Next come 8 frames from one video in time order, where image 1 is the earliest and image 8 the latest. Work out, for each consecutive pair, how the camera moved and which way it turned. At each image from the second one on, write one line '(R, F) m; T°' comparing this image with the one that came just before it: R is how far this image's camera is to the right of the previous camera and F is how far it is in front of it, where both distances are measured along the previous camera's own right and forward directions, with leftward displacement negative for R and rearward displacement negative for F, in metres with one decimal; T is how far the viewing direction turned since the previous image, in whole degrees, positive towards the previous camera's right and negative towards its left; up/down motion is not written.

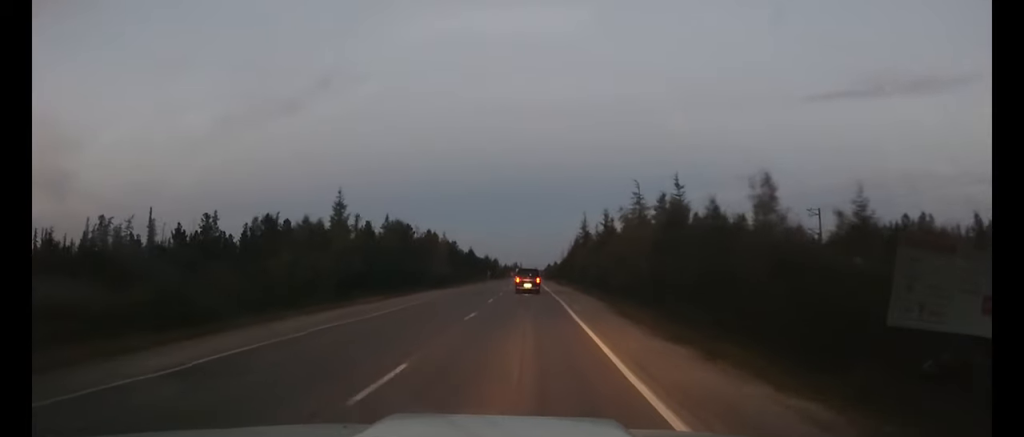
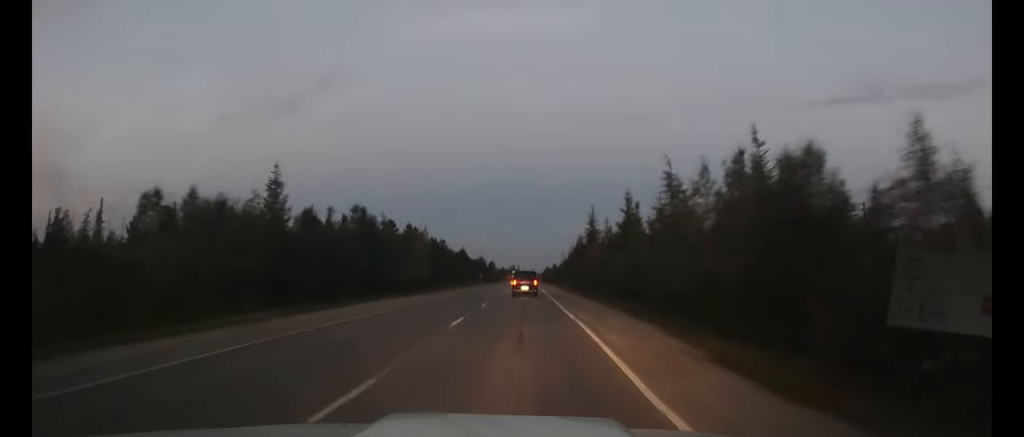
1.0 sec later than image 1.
(0.0, +13.2) m; 0°
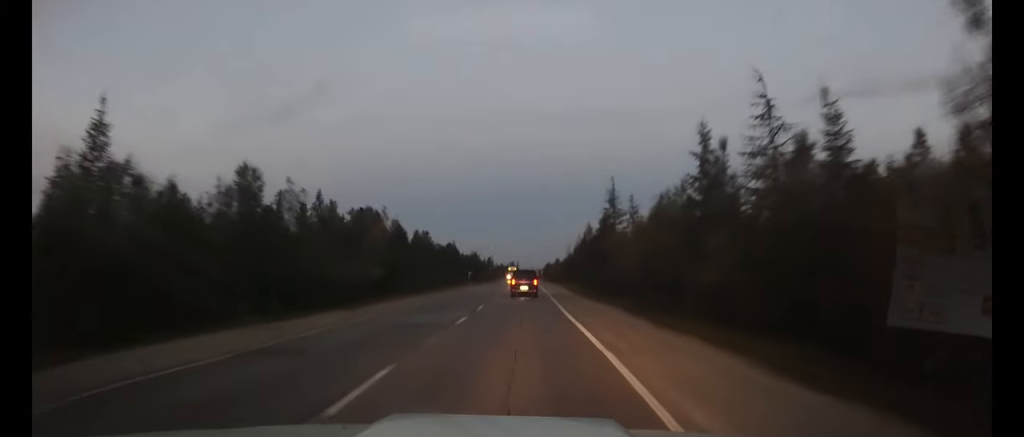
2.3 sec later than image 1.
(0.0, +18.5) m; 0°
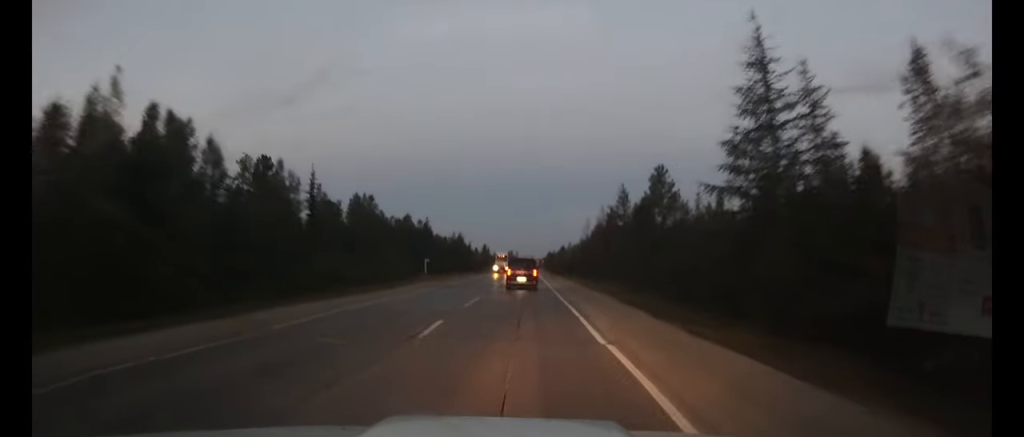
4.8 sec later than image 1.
(0.0, +36.6) m; 0°
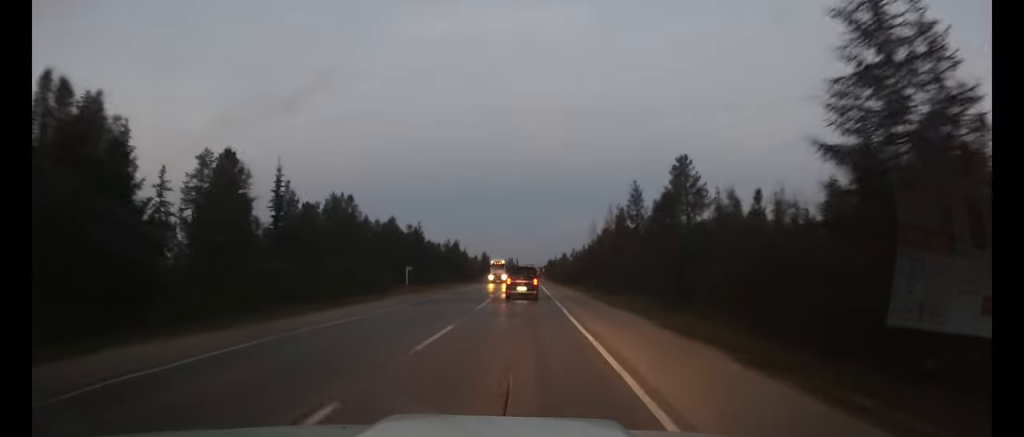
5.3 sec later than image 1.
(0.0, +8.1) m; 0°
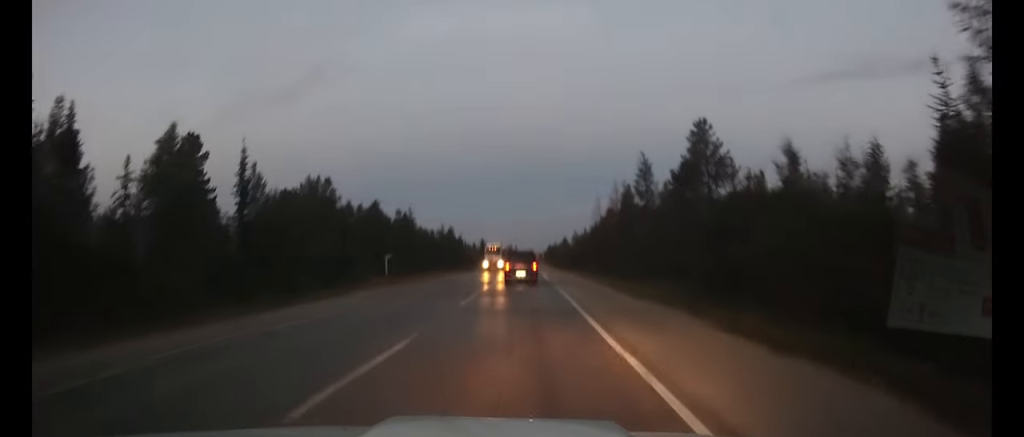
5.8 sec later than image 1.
(0.0, +6.2) m; 0°
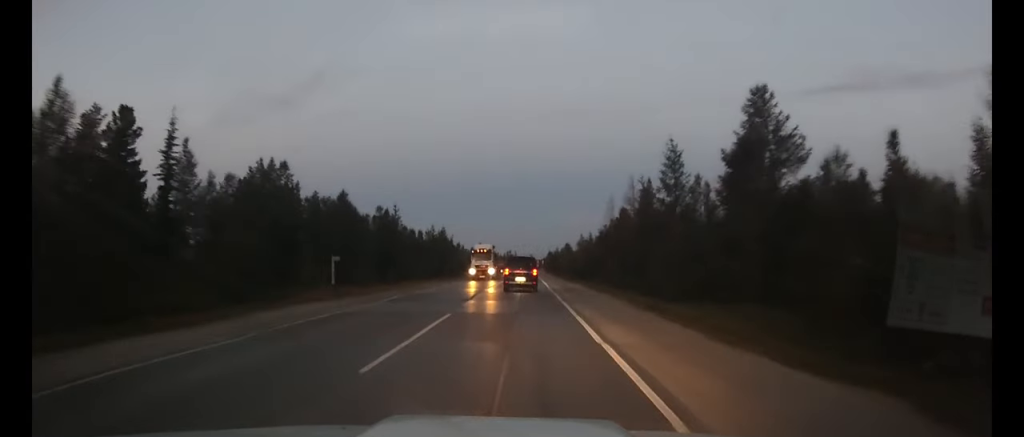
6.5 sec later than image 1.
(0.0, +10.6) m; 0°
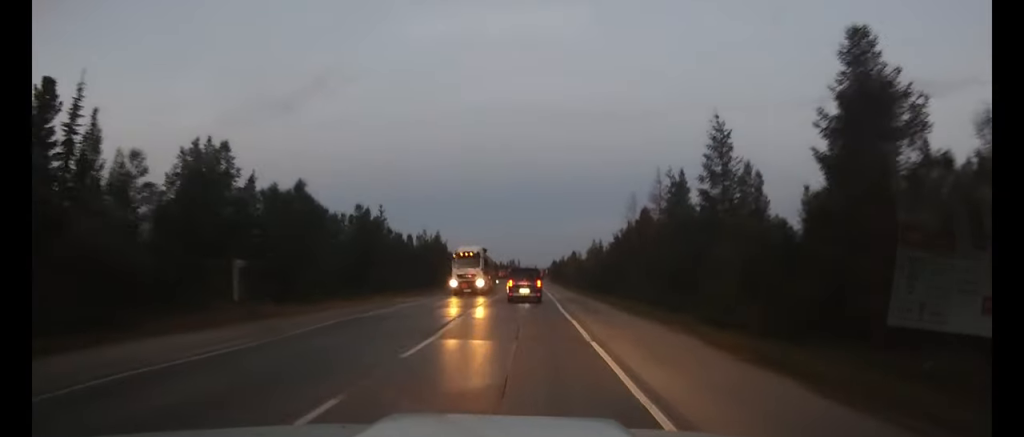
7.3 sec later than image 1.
(0.0, +10.3) m; 0°
